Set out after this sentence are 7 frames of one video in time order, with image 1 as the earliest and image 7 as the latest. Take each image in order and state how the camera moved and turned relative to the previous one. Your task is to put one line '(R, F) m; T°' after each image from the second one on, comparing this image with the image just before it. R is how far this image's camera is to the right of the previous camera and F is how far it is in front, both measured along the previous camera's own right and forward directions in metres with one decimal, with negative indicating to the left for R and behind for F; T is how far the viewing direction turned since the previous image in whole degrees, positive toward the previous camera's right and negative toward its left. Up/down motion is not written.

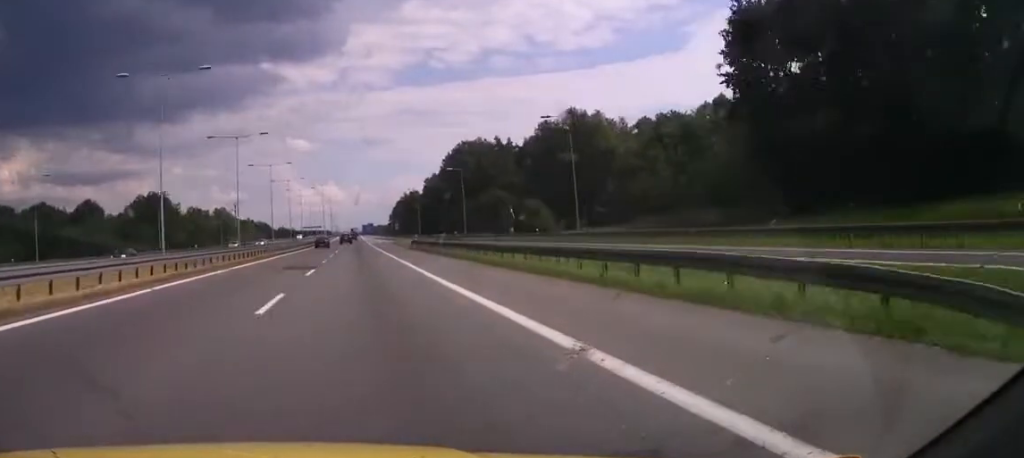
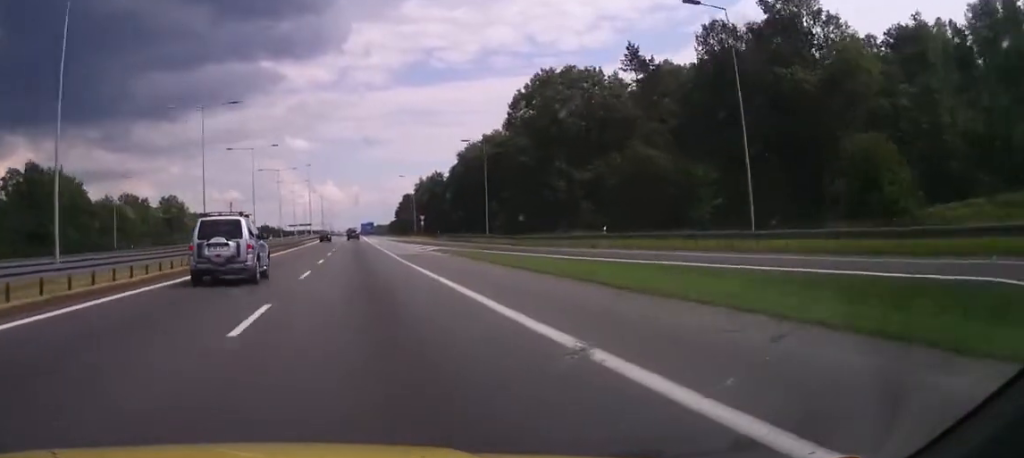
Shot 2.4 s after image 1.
(-0.1, +73.8) m; 0°
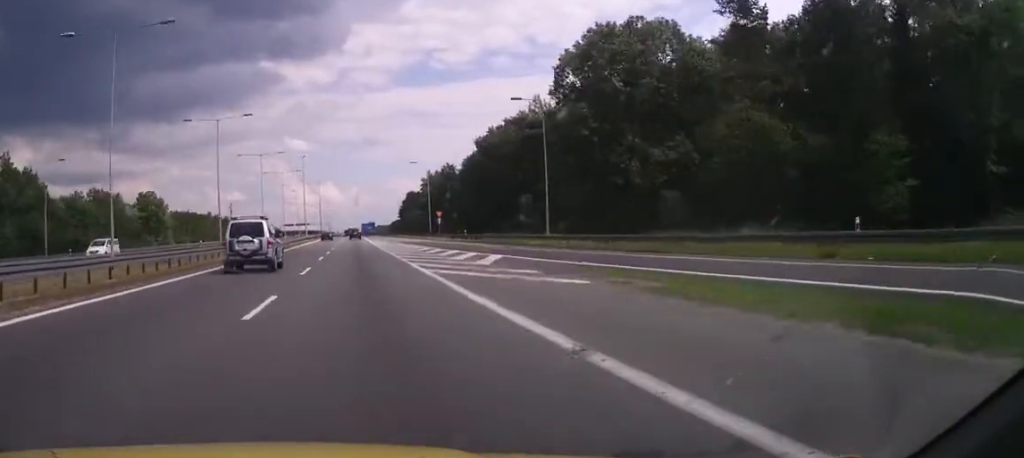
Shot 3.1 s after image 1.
(0.0, +21.8) m; 0°
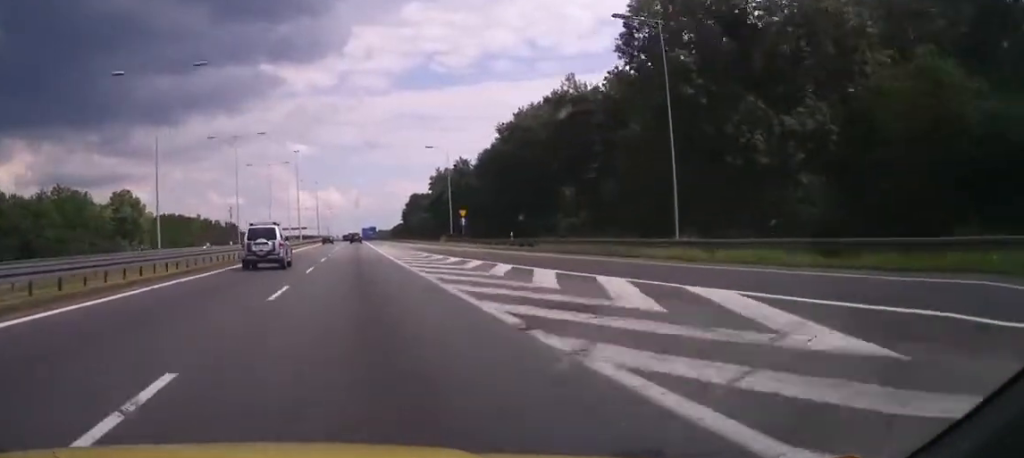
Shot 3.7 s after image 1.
(+0.3, +19.8) m; 0°
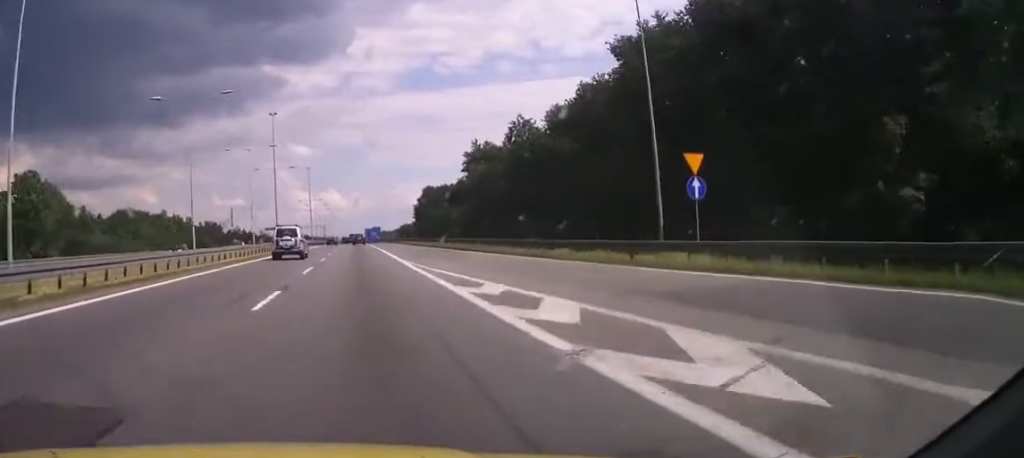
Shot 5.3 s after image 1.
(-0.3, +49.7) m; 0°
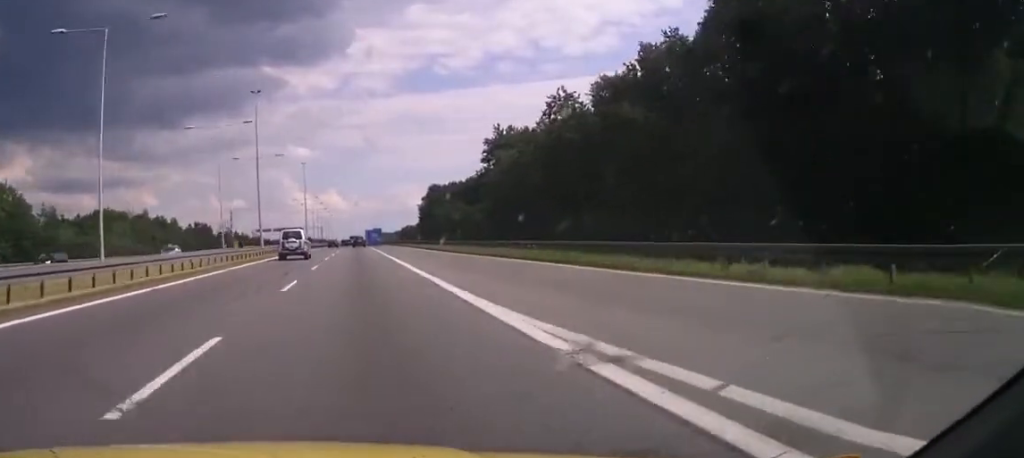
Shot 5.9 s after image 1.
(+0.2, +19.2) m; +1°
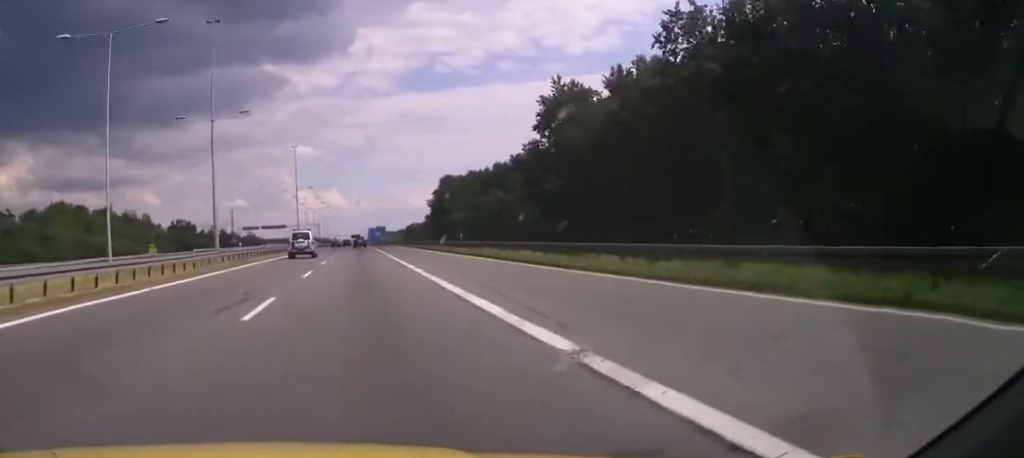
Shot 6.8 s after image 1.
(0.0, +29.8) m; -1°
